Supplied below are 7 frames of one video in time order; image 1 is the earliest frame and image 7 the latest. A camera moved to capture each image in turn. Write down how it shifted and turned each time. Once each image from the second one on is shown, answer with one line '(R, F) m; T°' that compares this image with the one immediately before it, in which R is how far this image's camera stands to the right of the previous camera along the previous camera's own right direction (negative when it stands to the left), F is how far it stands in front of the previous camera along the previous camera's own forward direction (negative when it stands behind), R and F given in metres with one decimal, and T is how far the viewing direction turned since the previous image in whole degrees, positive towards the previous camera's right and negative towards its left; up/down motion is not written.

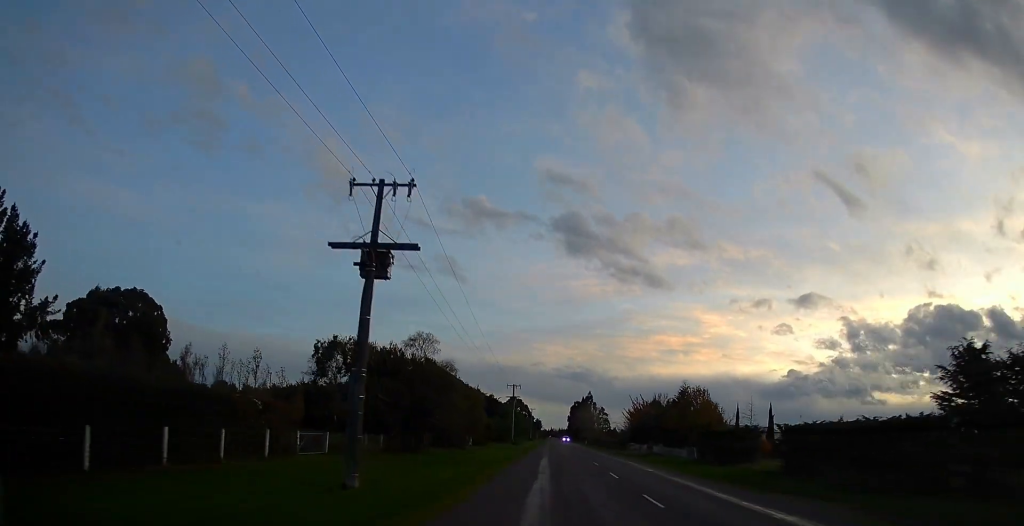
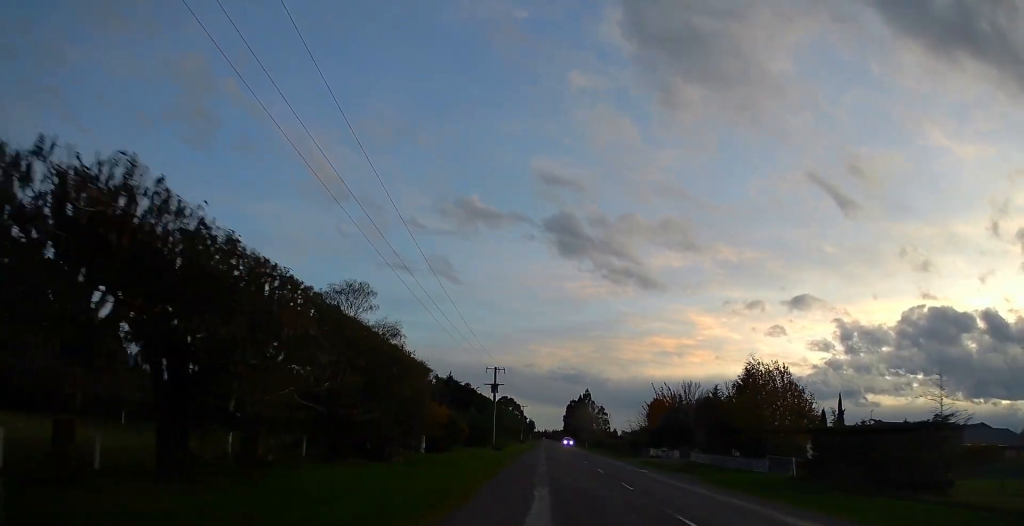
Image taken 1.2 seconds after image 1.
(0.0, +24.0) m; 0°
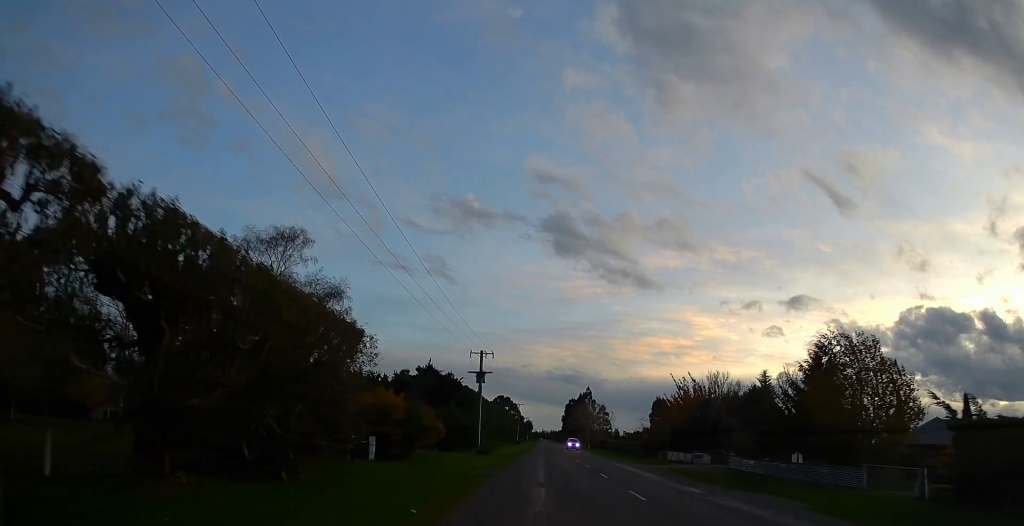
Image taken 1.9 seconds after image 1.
(0.0, +12.8) m; 0°
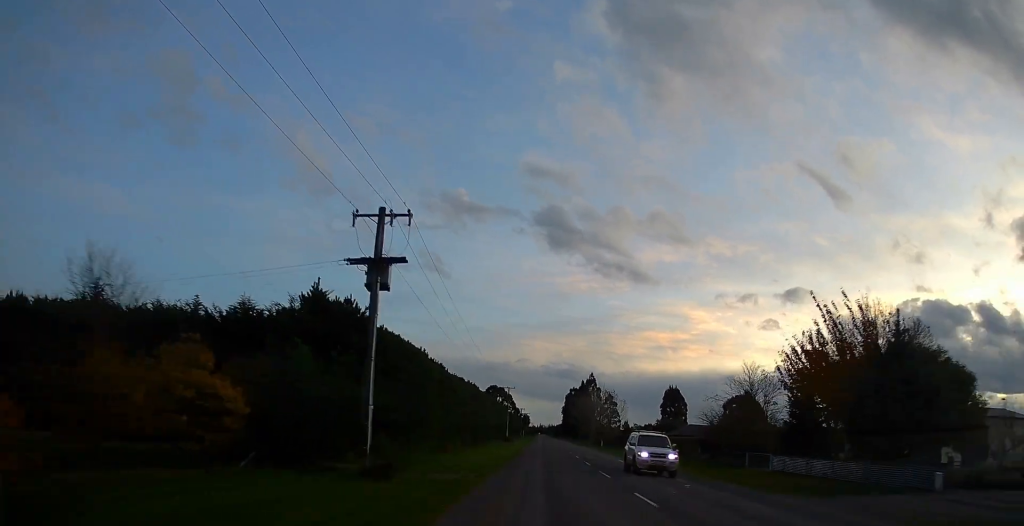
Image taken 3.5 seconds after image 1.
(+0.4, +32.1) m; +1°
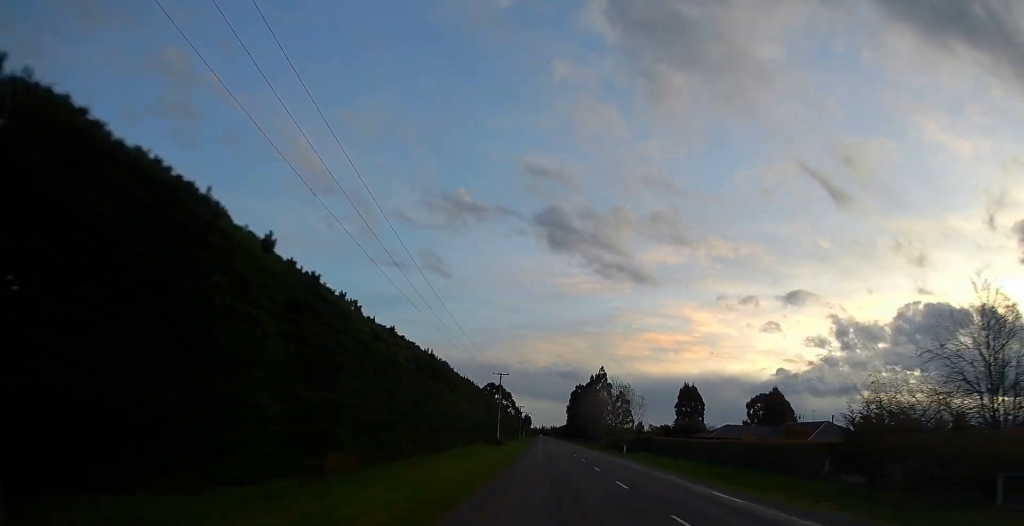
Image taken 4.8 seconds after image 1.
(-0.2, +24.7) m; 0°
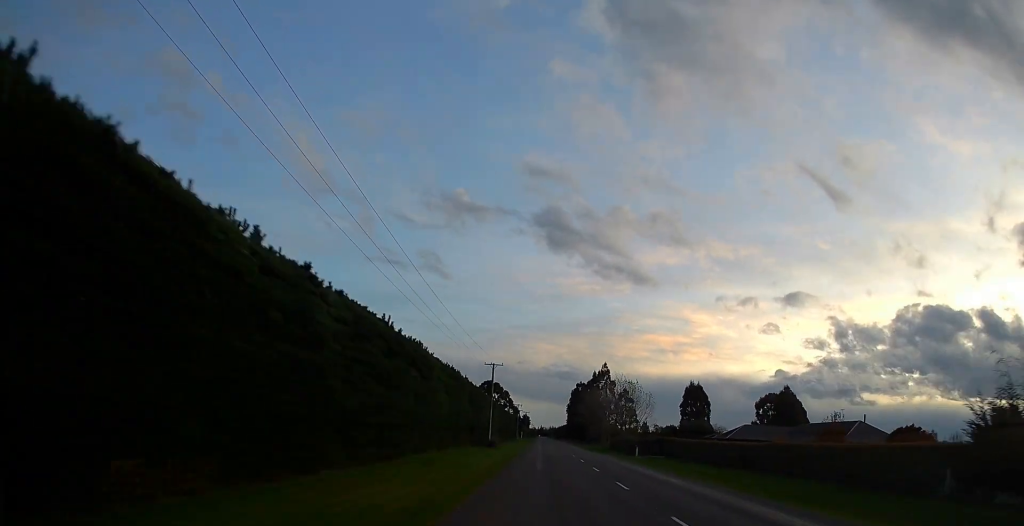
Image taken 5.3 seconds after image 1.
(+0.2, +10.1) m; 0°
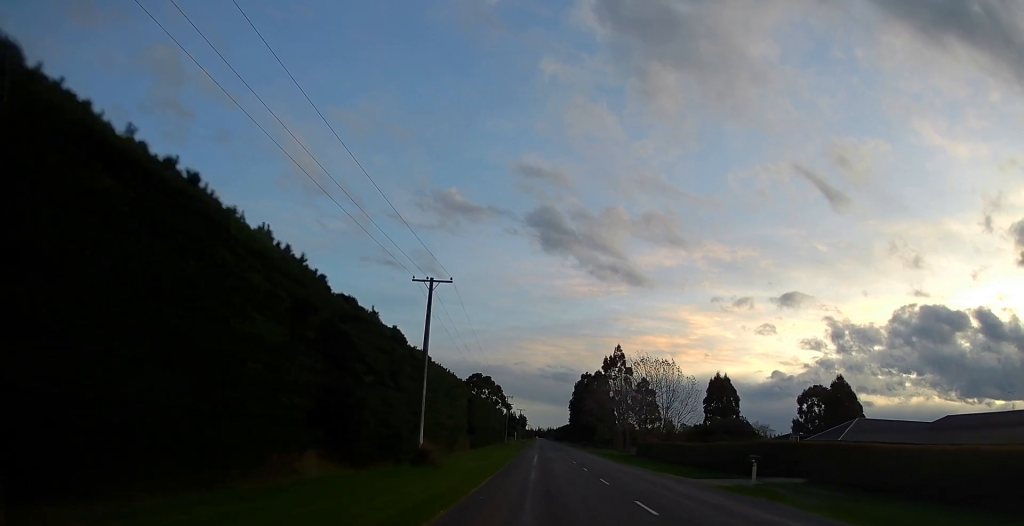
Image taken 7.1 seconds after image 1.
(+0.2, +35.9) m; +1°
